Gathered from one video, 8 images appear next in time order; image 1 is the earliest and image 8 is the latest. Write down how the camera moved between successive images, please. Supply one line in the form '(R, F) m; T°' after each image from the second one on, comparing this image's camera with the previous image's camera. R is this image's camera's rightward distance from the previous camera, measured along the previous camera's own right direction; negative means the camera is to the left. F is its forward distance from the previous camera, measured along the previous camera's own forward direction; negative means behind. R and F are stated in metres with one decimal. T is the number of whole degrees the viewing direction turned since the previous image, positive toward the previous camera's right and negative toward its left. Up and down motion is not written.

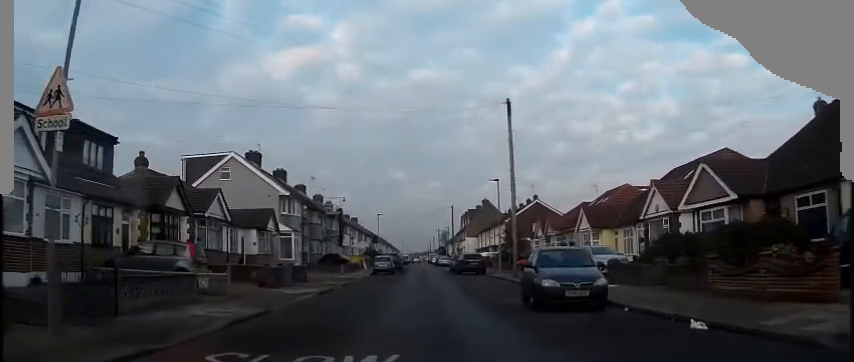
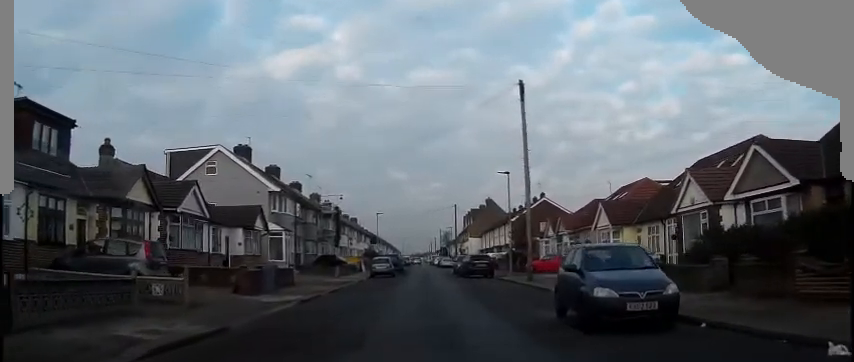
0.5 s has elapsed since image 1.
(0.0, +3.9) m; -1°
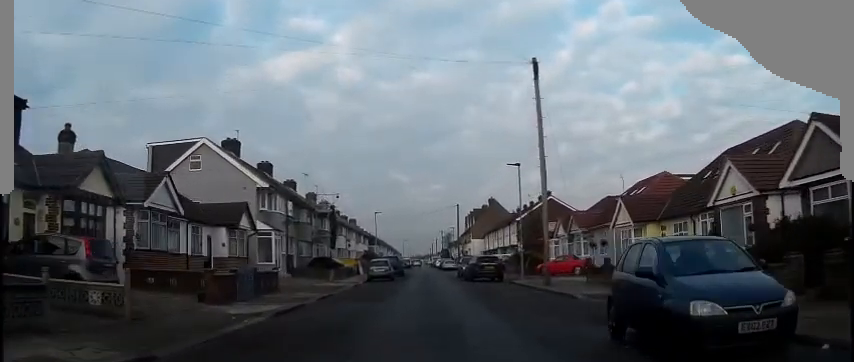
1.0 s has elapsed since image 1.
(-0.1, +3.6) m; 0°
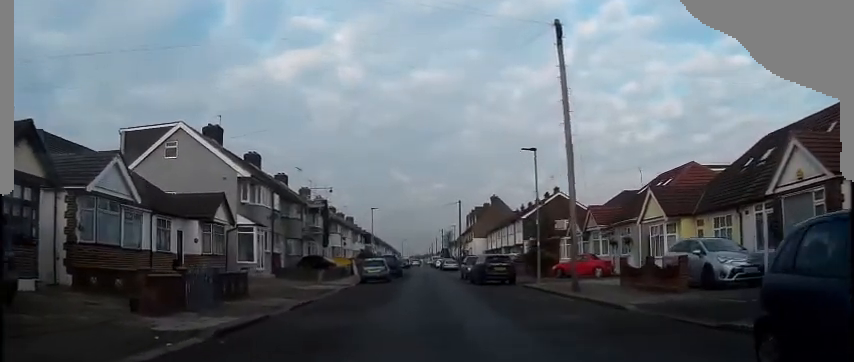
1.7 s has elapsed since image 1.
(0.0, +4.6) m; 0°
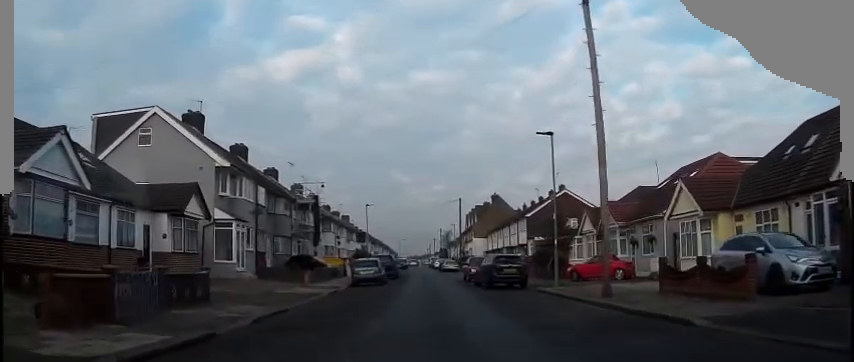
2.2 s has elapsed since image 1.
(0.0, +3.9) m; 0°
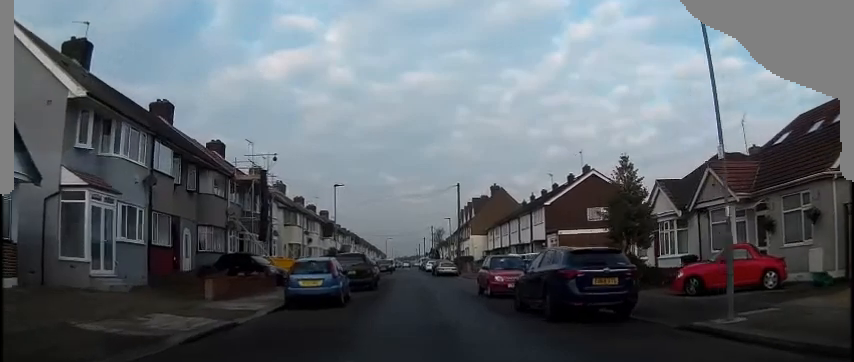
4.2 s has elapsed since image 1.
(0.0, +14.6) m; 0°
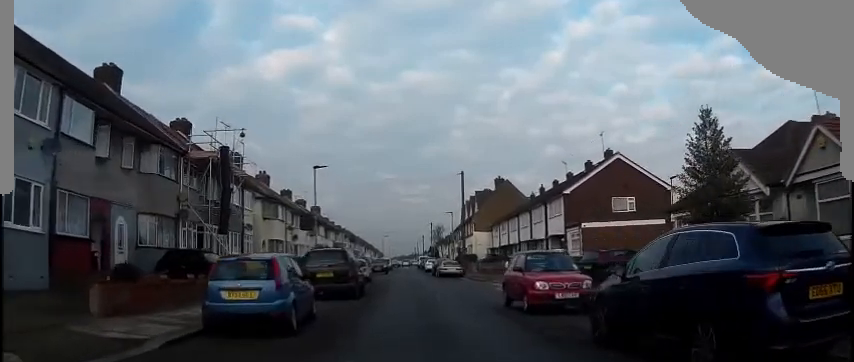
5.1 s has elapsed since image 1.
(0.0, +7.1) m; 0°
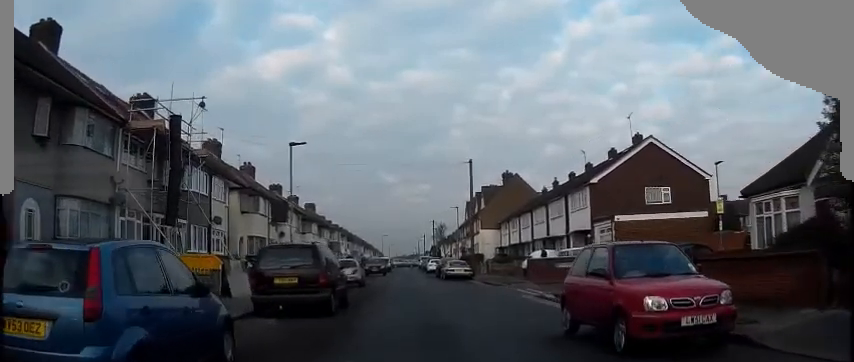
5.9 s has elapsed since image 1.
(0.0, +6.4) m; 0°
